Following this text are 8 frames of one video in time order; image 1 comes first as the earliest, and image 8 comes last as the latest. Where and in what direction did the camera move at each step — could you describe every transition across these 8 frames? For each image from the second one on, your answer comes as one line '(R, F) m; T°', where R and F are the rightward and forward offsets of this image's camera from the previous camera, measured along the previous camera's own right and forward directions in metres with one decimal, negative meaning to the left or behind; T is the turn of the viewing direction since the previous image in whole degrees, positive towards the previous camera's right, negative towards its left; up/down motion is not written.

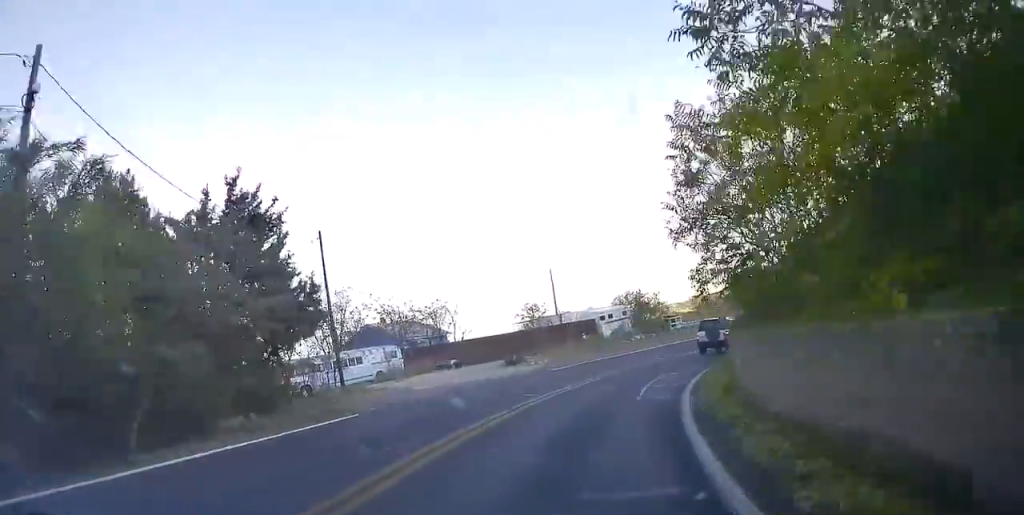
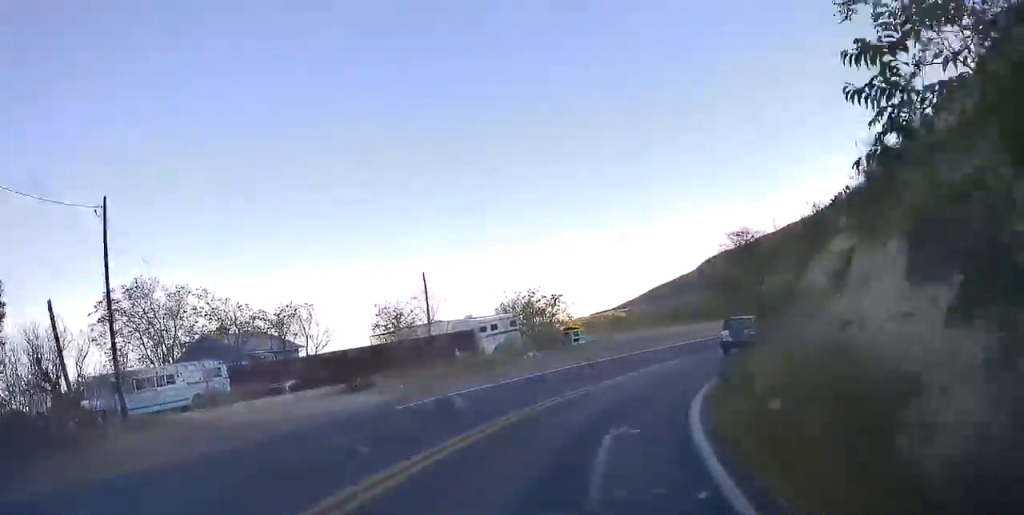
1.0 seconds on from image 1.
(+1.3, +10.8) m; +12°
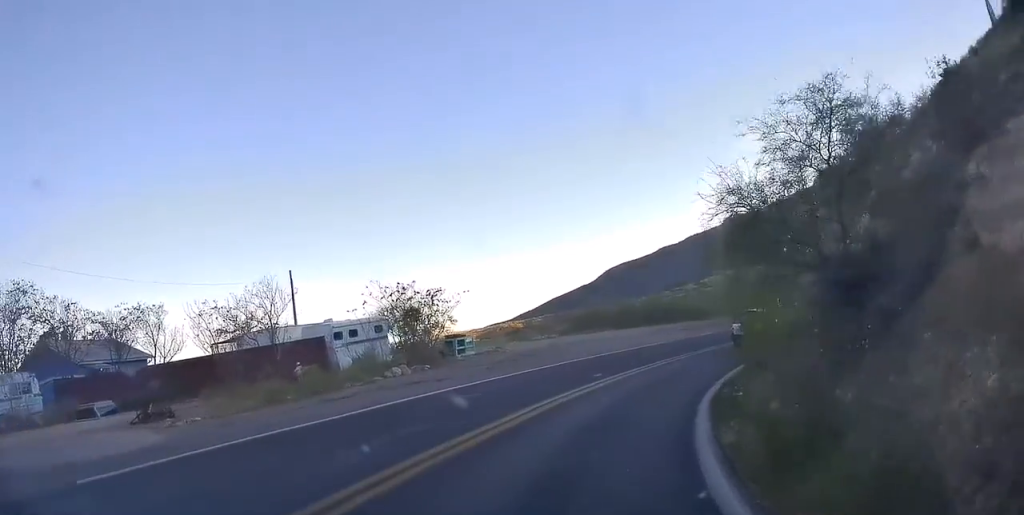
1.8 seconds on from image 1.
(+0.7, +8.5) m; +8°
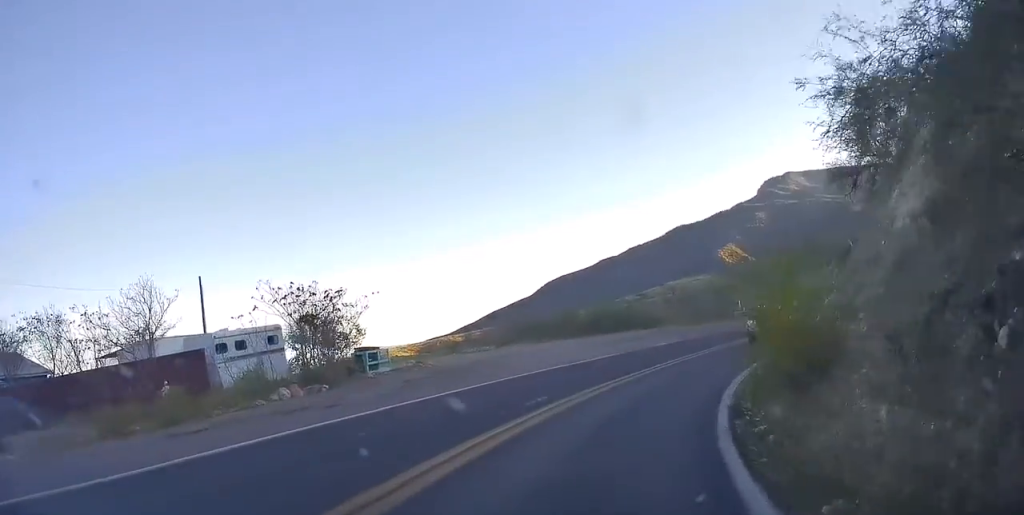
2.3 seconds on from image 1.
(0.0, +5.2) m; +4°
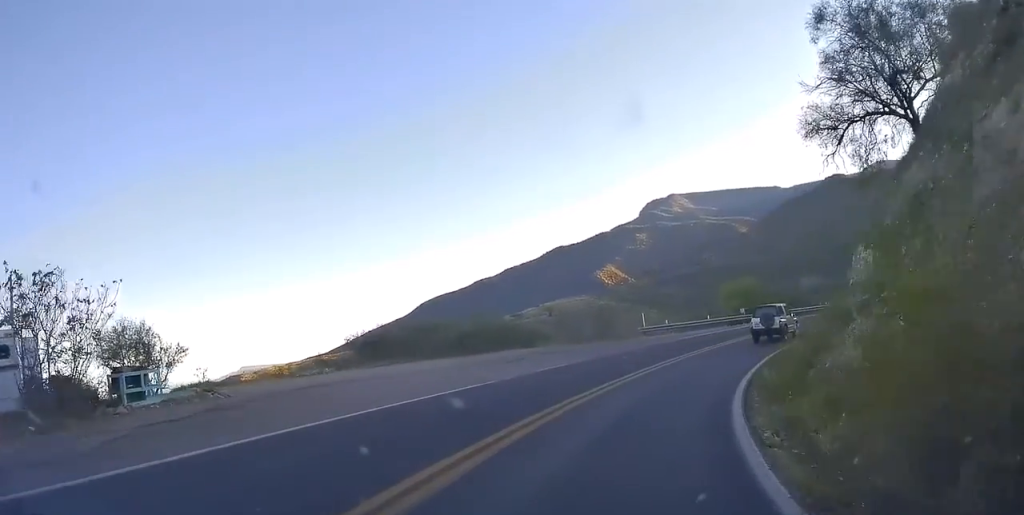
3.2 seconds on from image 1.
(+0.8, +8.7) m; +10°
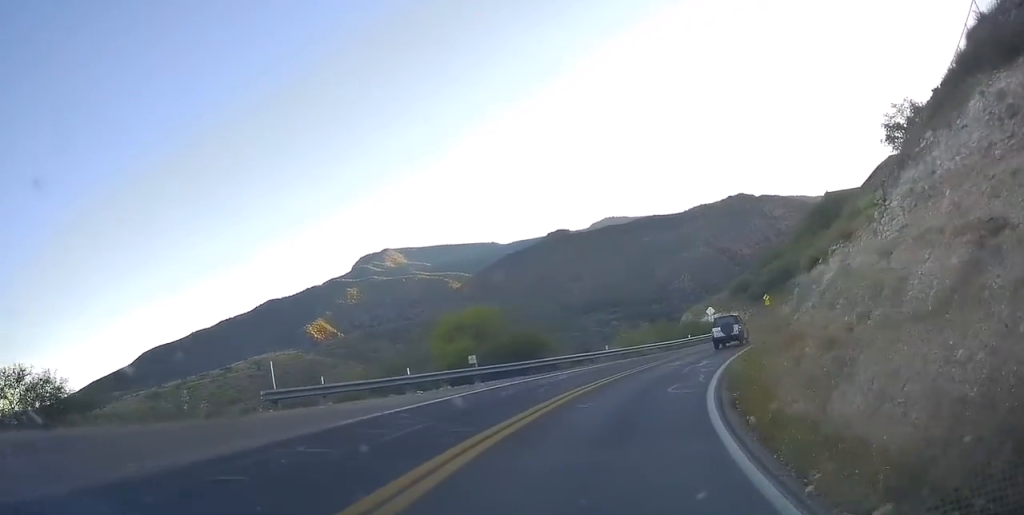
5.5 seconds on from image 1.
(+4.4, +20.0) m; +31°
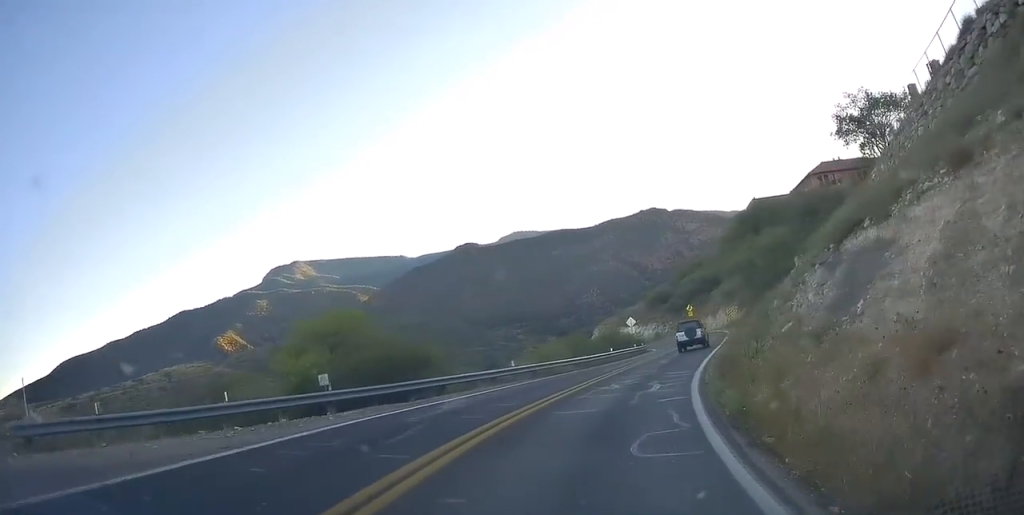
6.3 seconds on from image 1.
(+1.4, +7.4) m; +9°
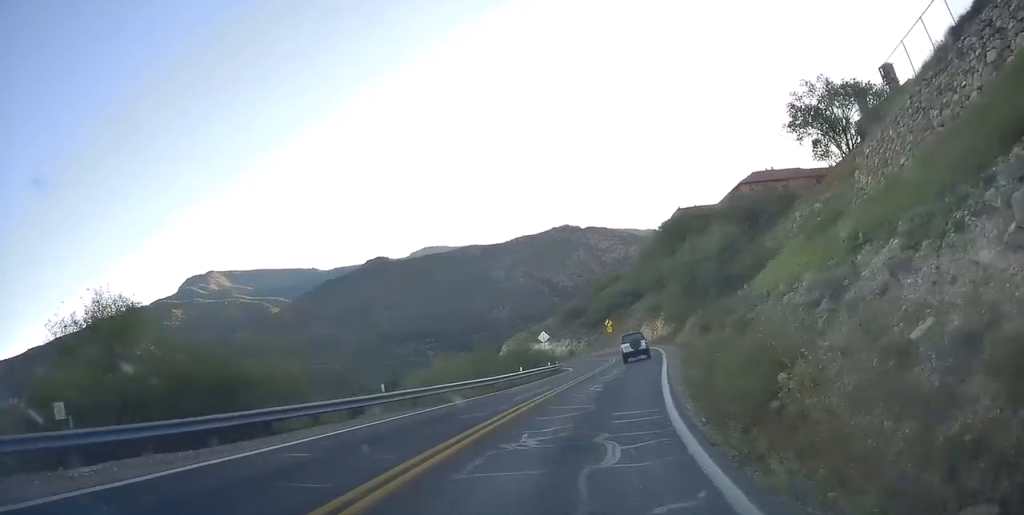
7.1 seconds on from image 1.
(+0.4, +7.9) m; +6°
